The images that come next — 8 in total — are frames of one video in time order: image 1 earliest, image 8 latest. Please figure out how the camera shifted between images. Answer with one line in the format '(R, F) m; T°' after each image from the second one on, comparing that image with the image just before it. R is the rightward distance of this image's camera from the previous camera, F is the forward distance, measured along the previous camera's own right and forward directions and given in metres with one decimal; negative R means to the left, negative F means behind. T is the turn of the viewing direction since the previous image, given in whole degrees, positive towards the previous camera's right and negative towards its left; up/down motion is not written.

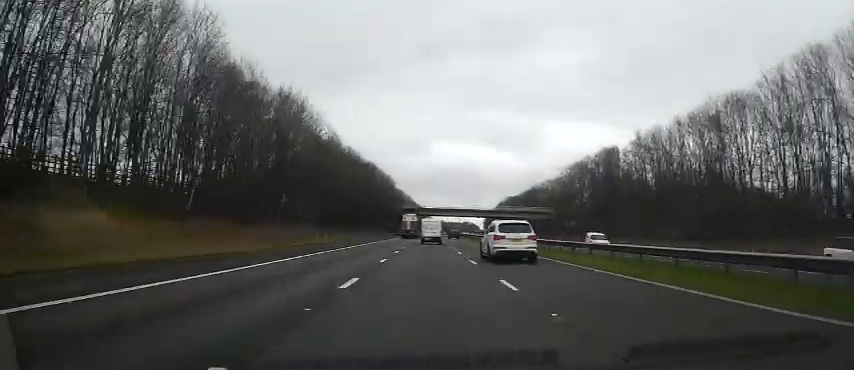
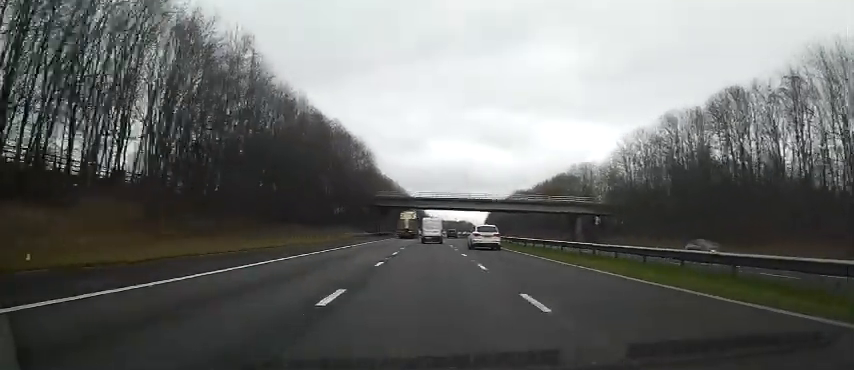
(+0.3, +38.4) m; -1°
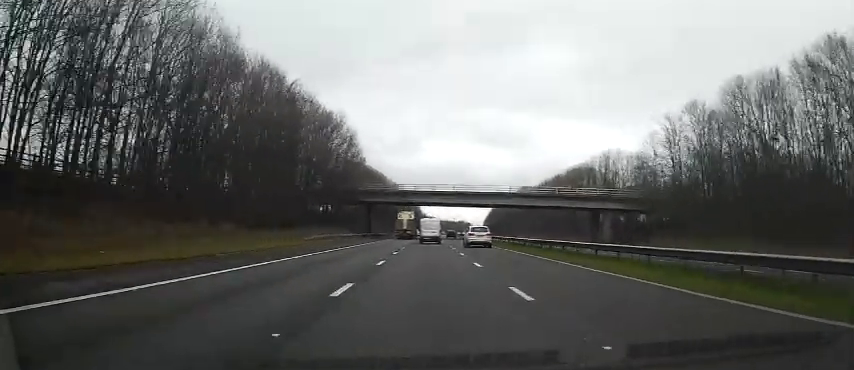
(-0.3, +16.8) m; +1°
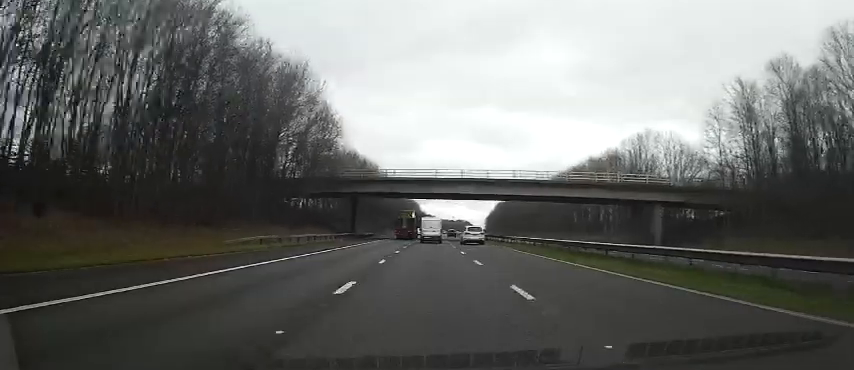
(-0.1, +16.7) m; +1°
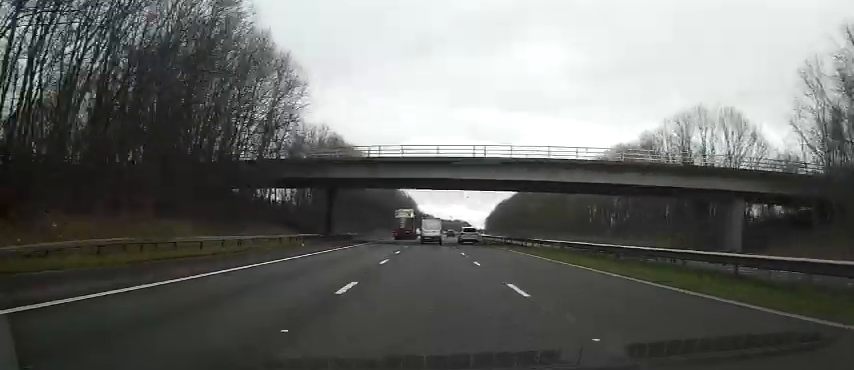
(+0.5, +18.0) m; +1°
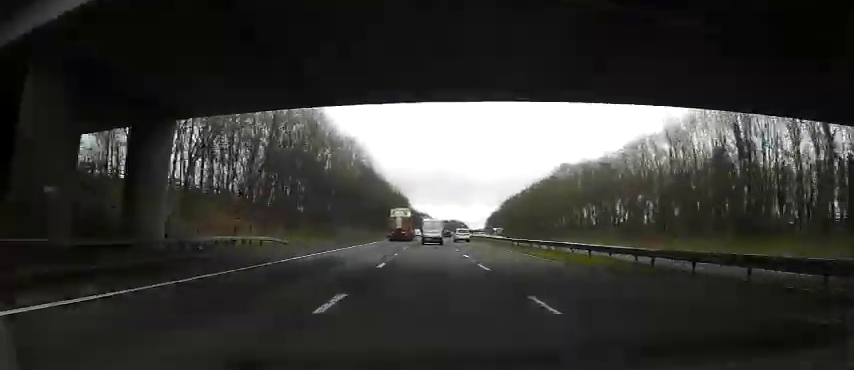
(-0.2, +37.1) m; 0°
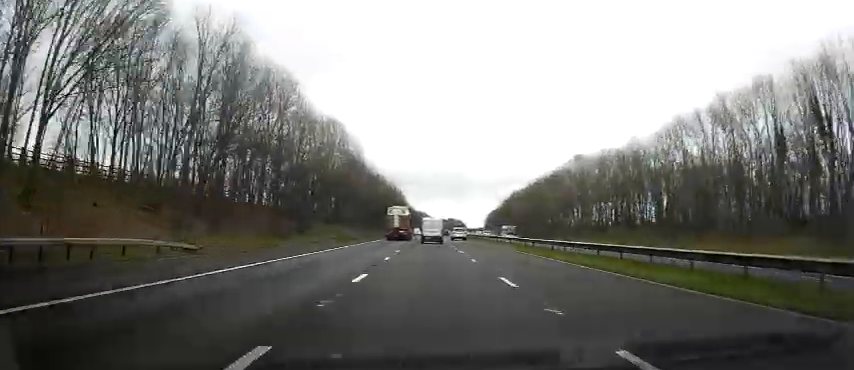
(+0.2, +14.3) m; 0°
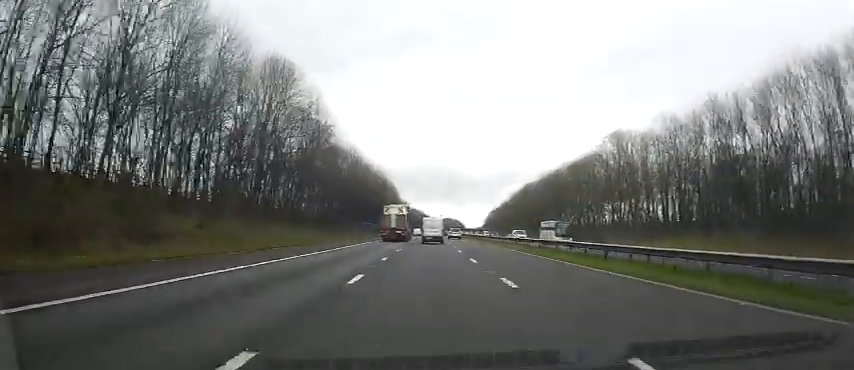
(+0.1, +26.1) m; 0°
